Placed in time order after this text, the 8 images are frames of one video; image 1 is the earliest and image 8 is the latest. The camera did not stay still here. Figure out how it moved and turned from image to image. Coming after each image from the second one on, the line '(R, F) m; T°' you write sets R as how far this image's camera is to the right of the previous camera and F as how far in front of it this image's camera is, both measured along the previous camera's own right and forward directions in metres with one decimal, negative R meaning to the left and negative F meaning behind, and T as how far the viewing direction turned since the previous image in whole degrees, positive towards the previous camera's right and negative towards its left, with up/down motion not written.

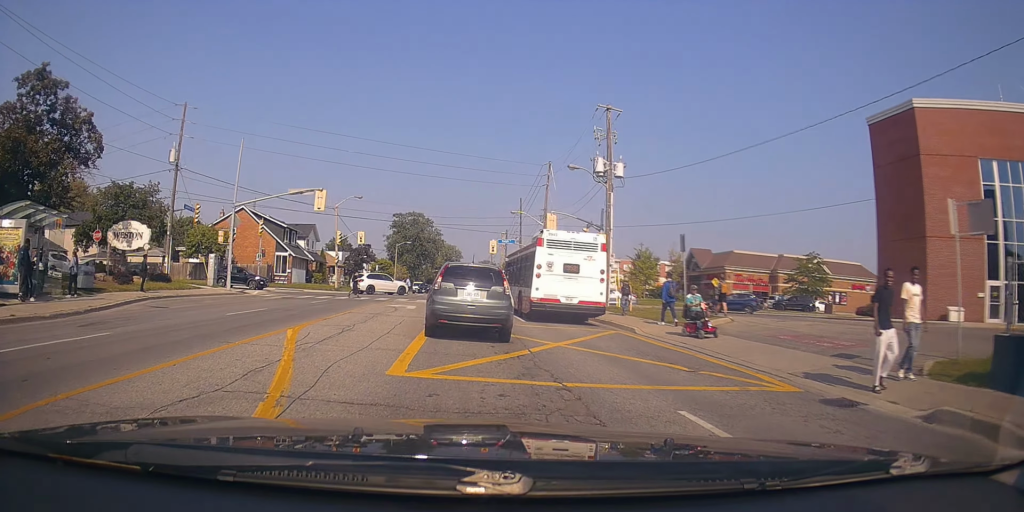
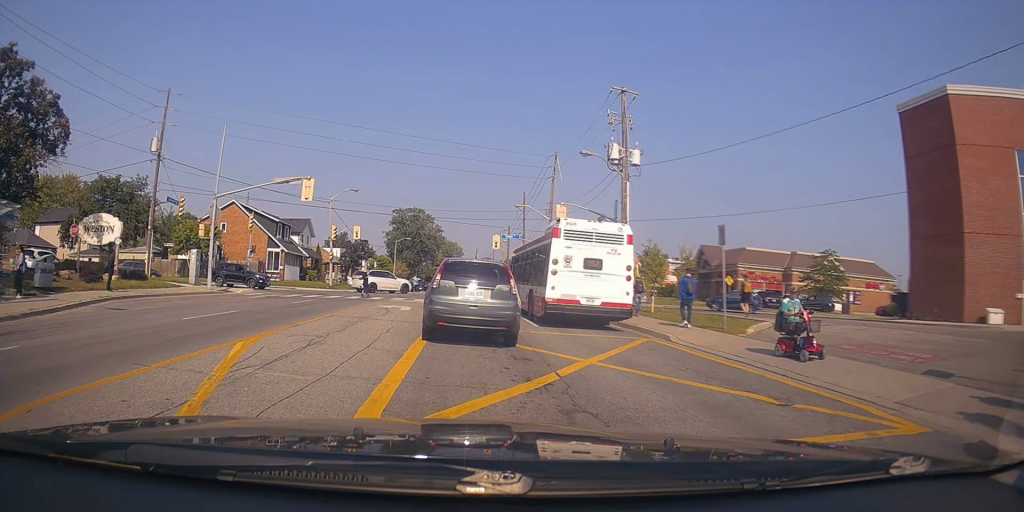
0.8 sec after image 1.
(-0.1, +2.5) m; -7°
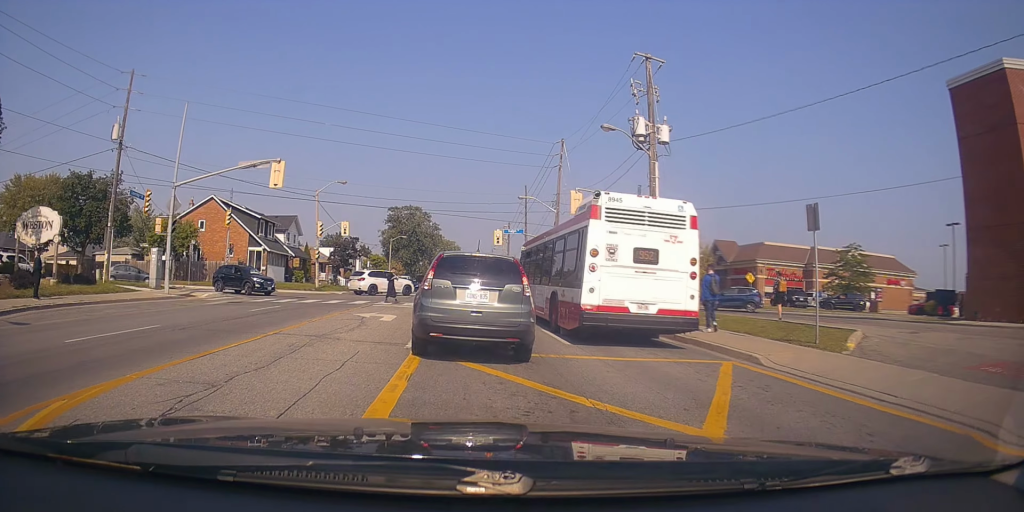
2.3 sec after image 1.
(-0.2, +3.9) m; +6°
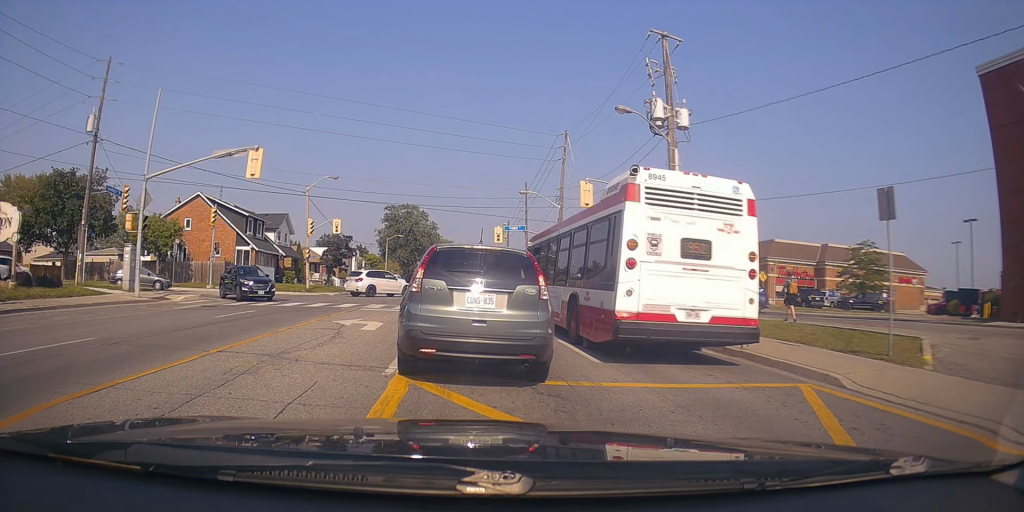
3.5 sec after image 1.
(+0.3, +2.2) m; +5°
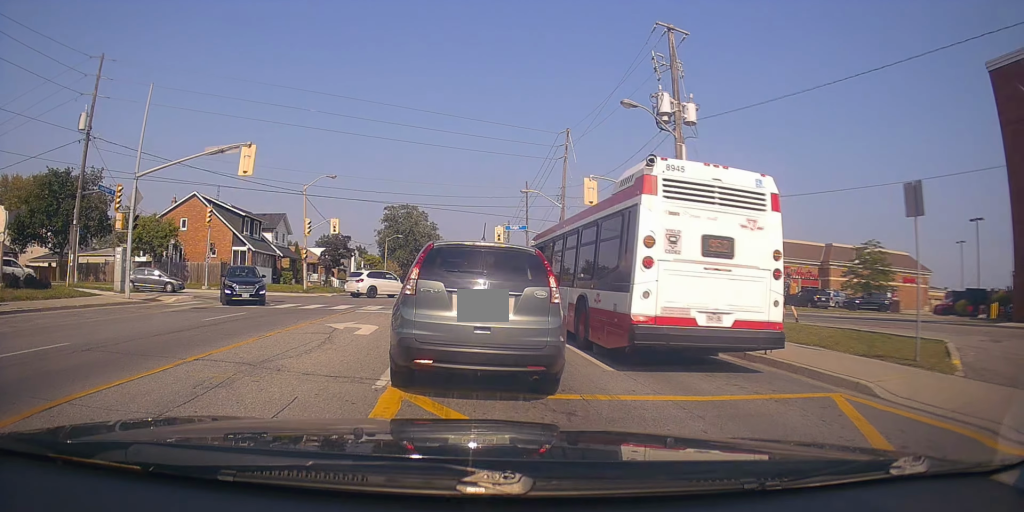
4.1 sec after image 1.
(+0.1, +0.6) m; 0°
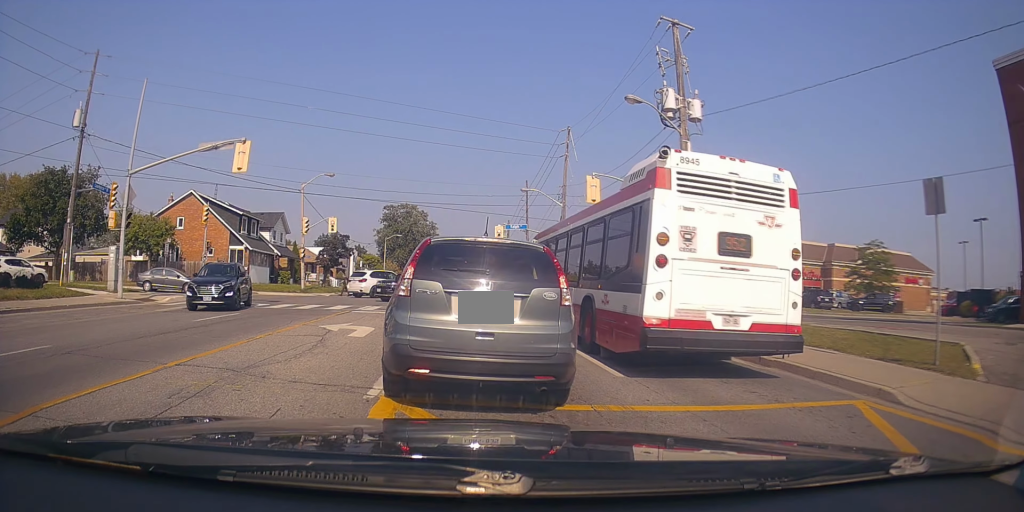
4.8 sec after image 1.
(+0.1, +0.4) m; 0°
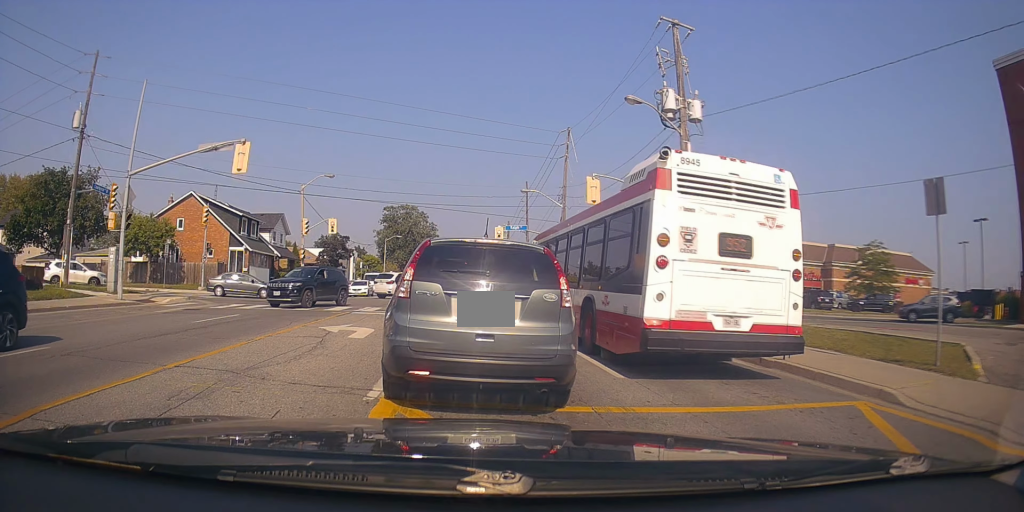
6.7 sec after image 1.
(0.0, 0.0) m; 0°
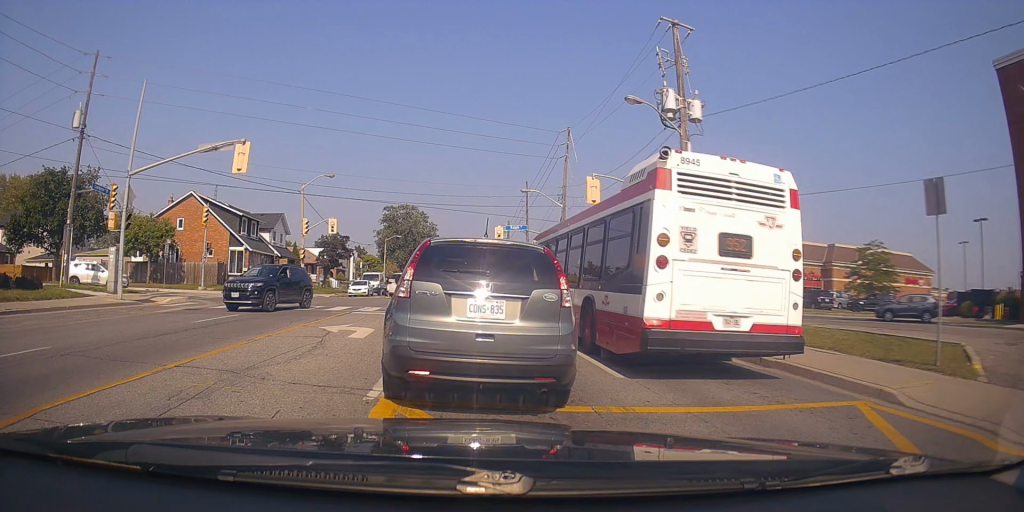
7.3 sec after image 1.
(0.0, 0.0) m; 0°
